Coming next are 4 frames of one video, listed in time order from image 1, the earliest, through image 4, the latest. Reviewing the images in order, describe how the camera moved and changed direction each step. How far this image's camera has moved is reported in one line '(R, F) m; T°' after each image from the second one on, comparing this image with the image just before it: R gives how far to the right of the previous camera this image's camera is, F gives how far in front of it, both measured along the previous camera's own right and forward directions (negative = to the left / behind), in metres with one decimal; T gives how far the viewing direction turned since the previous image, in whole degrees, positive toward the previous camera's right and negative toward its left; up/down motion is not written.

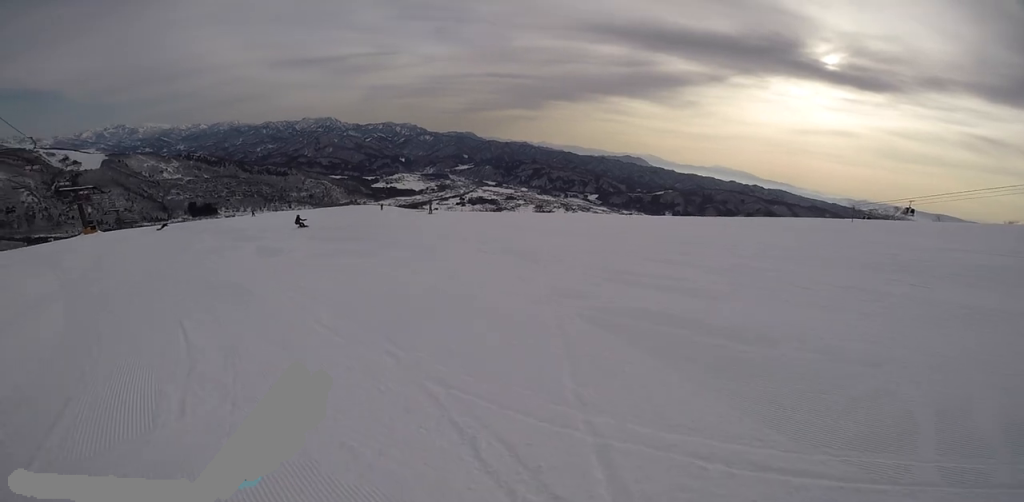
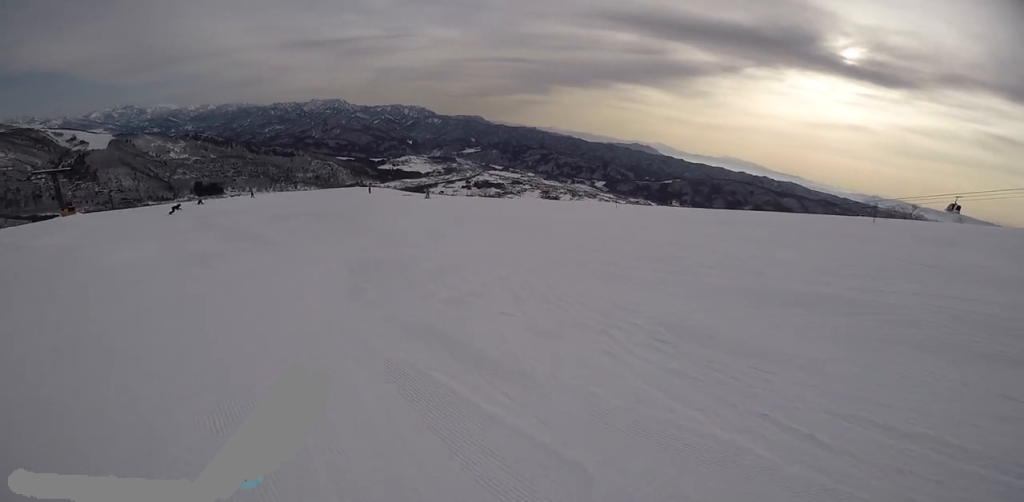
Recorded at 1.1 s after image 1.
(-0.4, +4.6) m; -13°
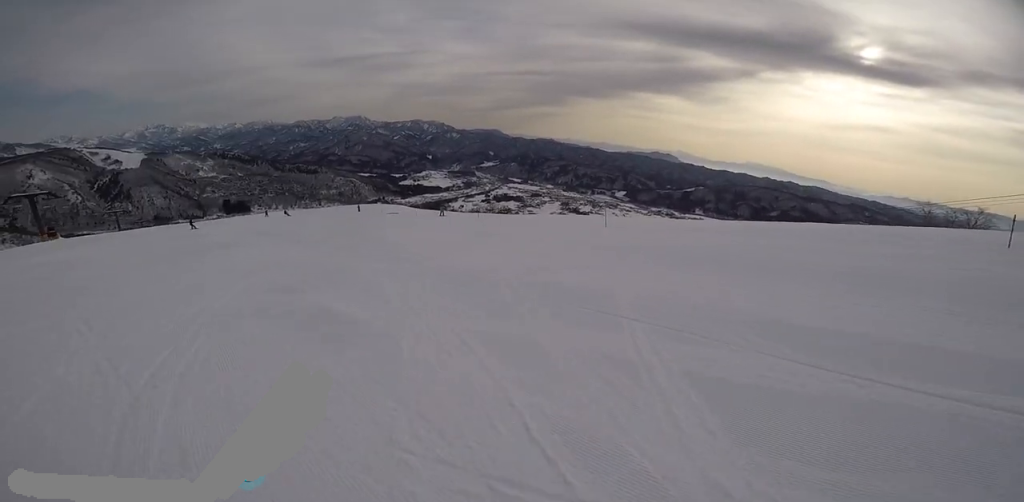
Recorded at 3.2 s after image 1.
(-0.8, +10.5) m; -12°
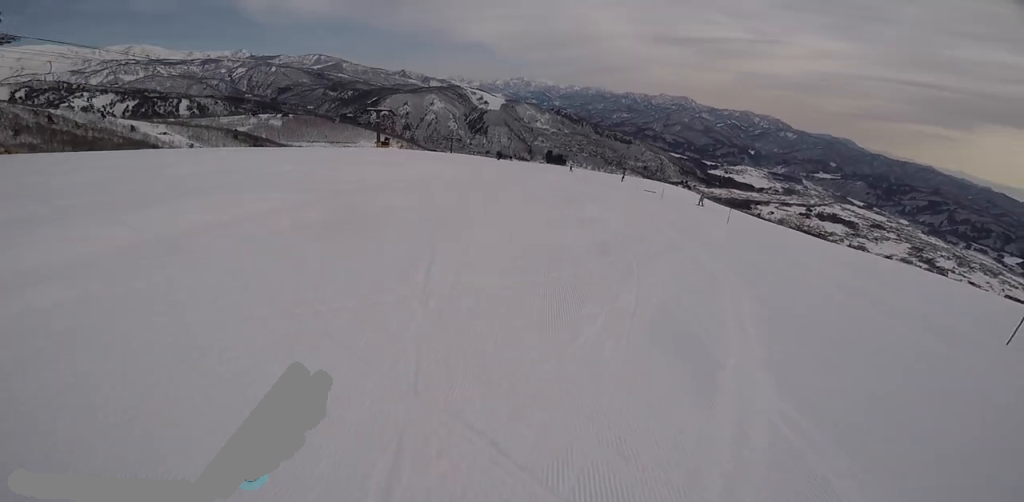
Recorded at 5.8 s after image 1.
(-5.7, +9.7) m; -68°
